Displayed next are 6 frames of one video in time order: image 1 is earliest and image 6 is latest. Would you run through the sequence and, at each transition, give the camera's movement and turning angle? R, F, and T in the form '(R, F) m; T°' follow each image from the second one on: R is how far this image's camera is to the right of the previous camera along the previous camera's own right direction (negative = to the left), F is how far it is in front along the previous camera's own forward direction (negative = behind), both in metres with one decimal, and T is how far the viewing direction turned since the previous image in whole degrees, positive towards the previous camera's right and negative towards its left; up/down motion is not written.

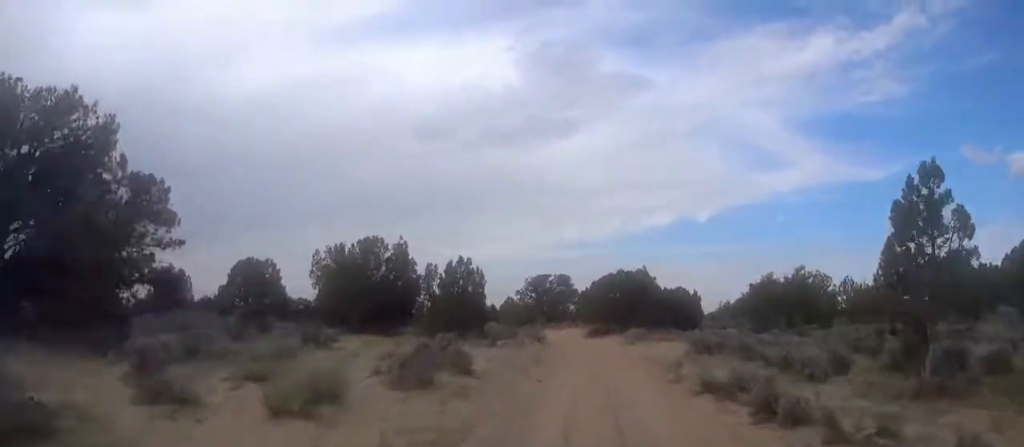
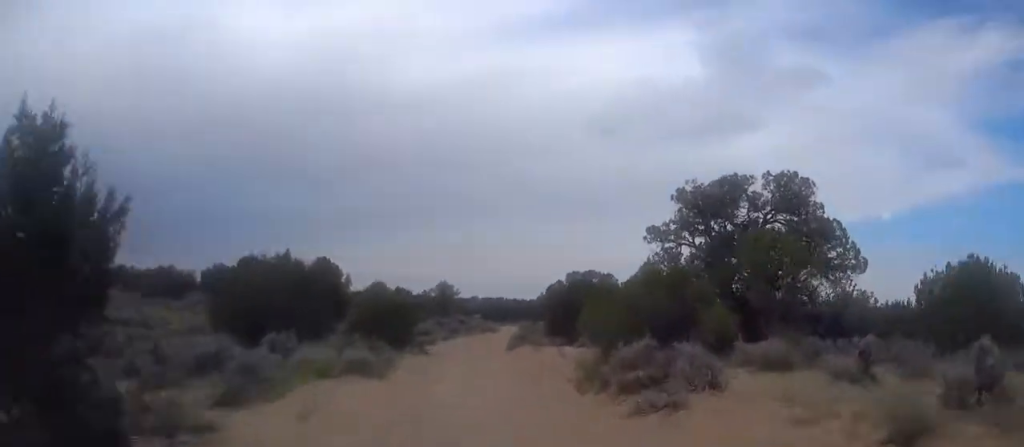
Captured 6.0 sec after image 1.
(-3.2, +58.2) m; -14°
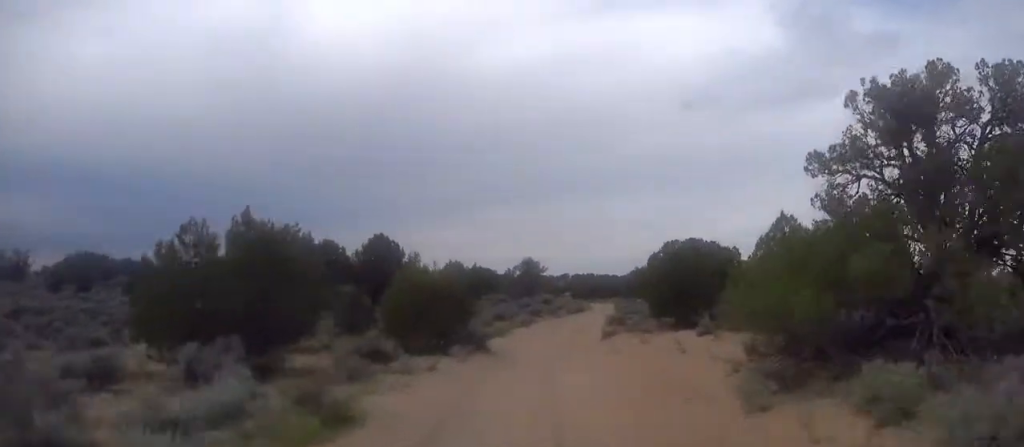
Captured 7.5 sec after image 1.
(-0.9, +12.7) m; -5°
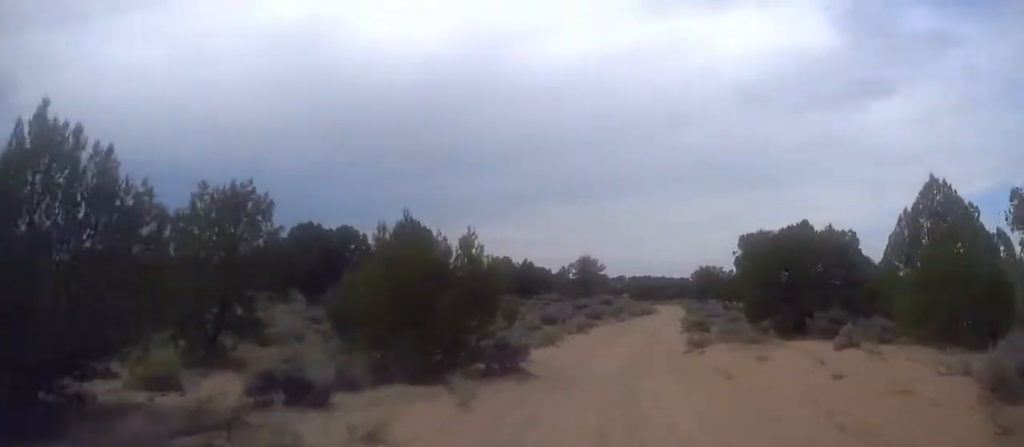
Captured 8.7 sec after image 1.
(+0.1, +10.8) m; -3°
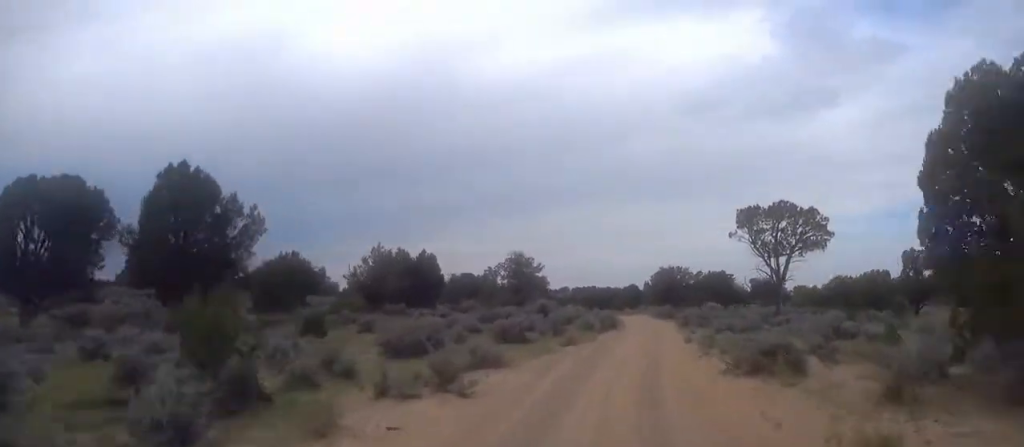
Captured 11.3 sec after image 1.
(-1.3, +22.5) m; -1°
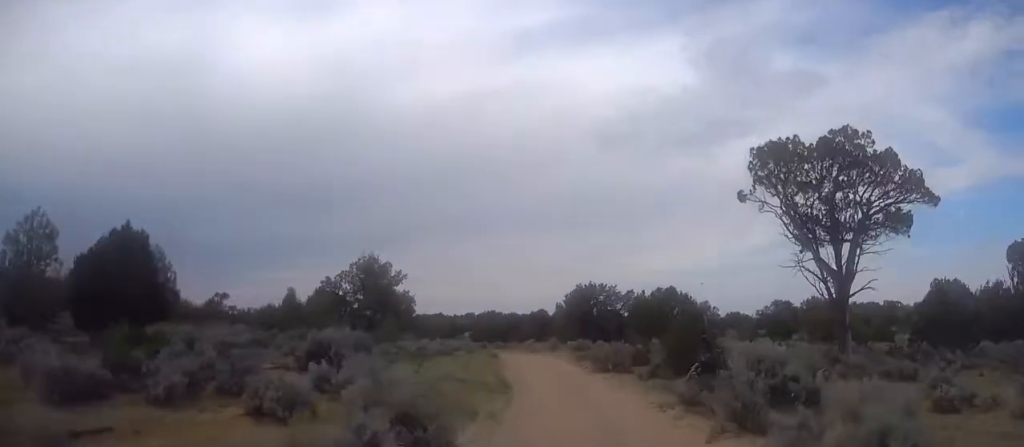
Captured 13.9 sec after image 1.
(+1.2, +23.5) m; +2°
